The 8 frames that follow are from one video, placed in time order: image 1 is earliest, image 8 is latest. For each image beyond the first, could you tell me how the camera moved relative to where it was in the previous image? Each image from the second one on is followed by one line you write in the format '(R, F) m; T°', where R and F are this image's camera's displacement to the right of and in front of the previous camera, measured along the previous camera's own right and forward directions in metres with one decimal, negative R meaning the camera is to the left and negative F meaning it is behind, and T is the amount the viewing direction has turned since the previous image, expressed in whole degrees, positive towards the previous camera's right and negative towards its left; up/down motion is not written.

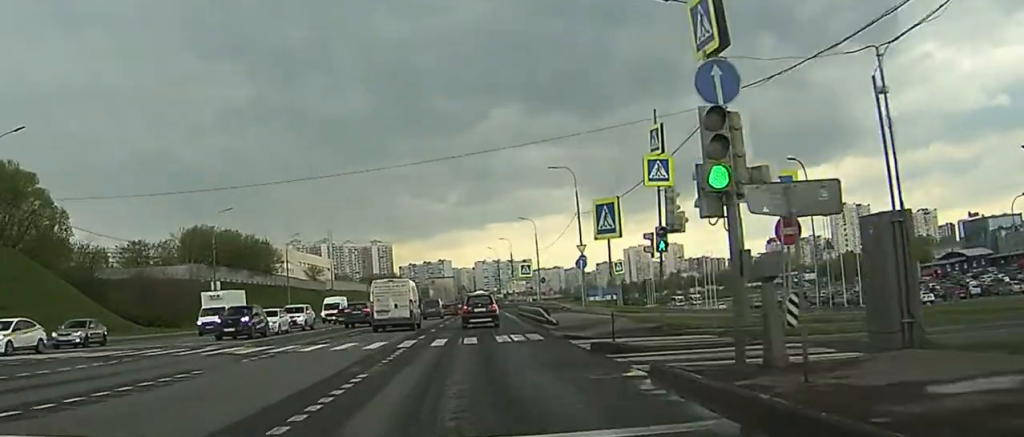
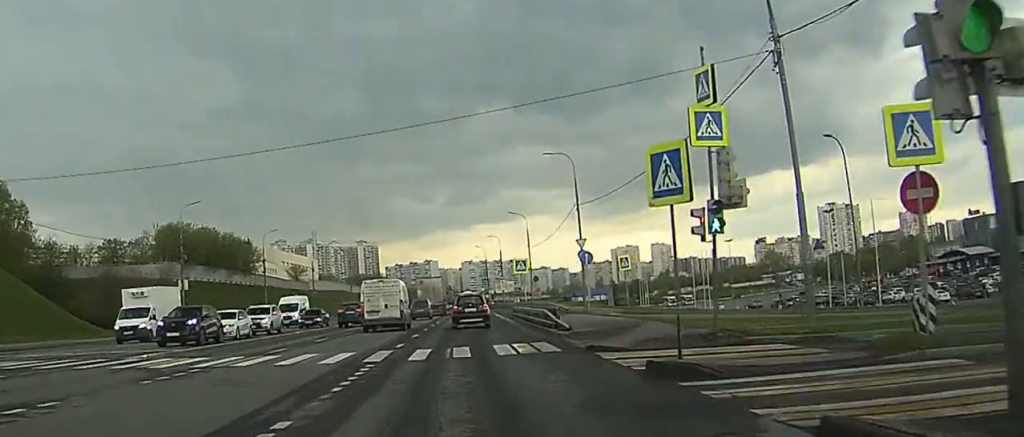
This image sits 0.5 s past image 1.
(+0.2, +6.3) m; +2°
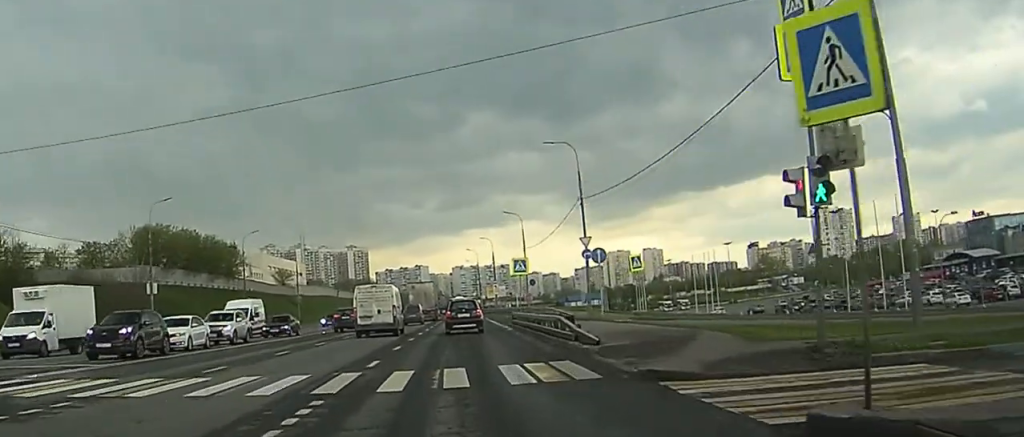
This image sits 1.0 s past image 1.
(+0.1, +5.8) m; +1°
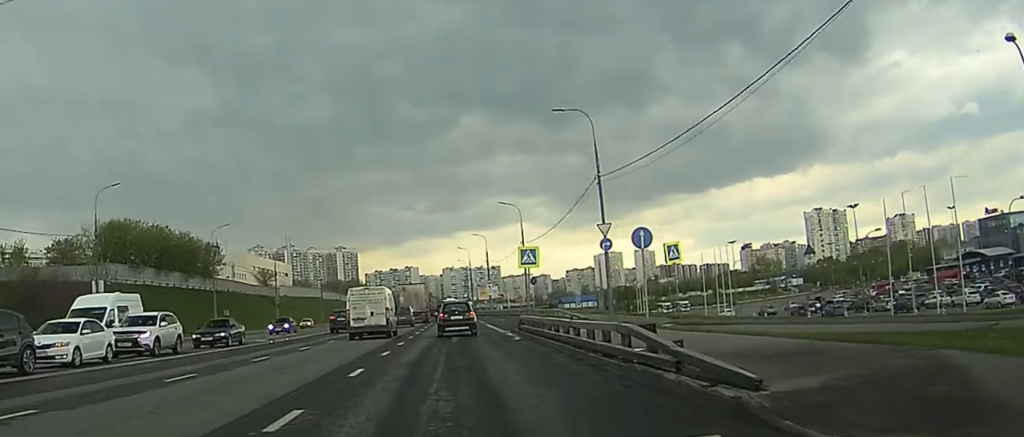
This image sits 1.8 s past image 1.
(0.0, +9.2) m; +1°
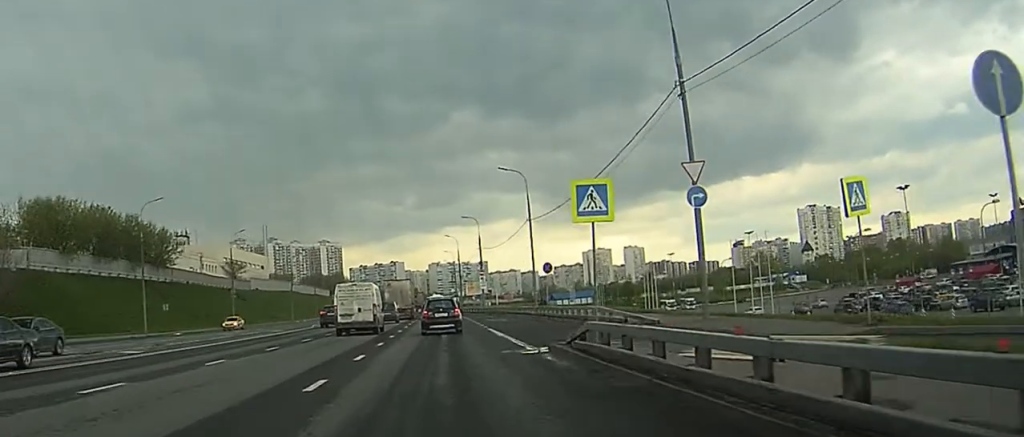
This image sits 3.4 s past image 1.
(+0.4, +17.4) m; +2°
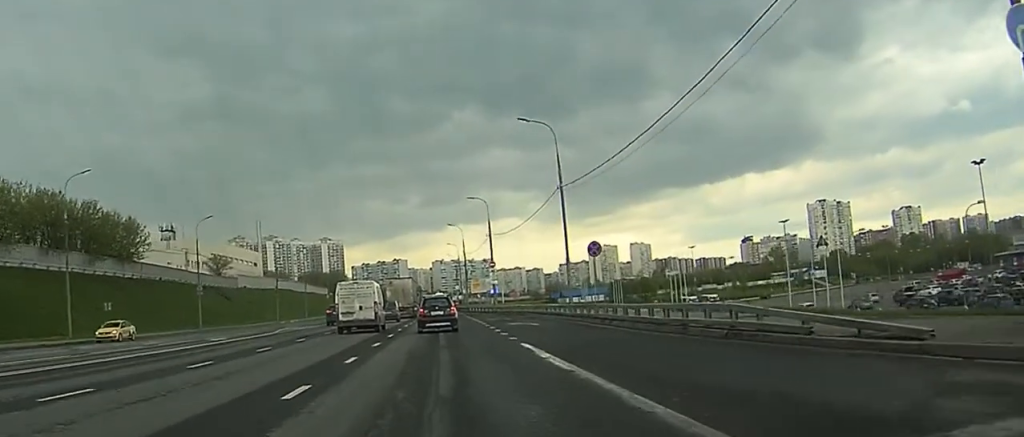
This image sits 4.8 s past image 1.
(0.0, +18.6) m; 0°
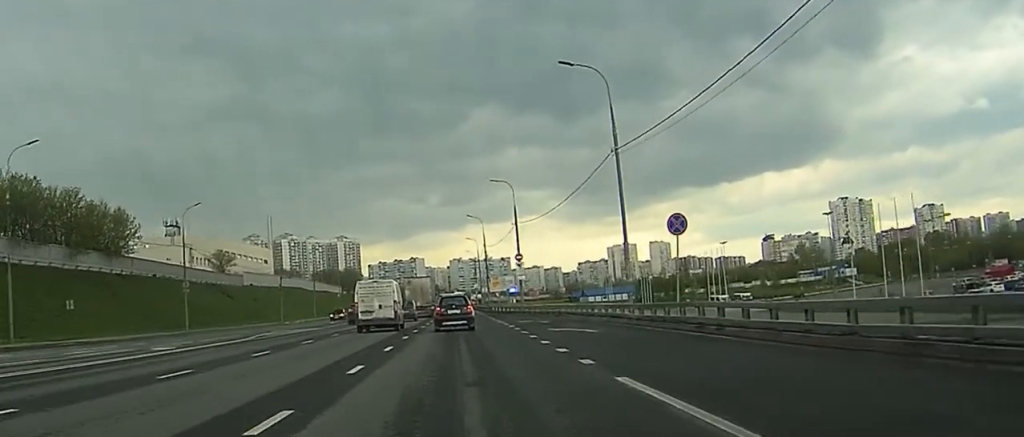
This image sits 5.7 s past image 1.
(0.0, +13.7) m; 0°
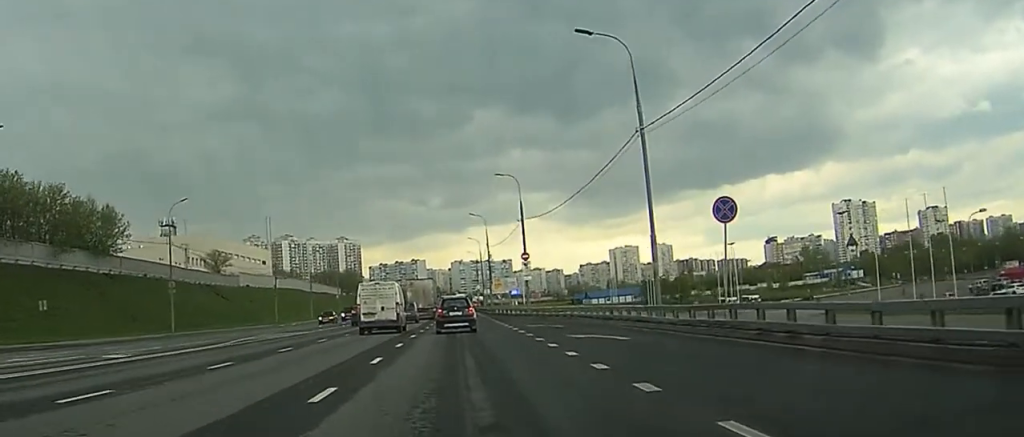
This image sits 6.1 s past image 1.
(0.0, +5.4) m; 0°
